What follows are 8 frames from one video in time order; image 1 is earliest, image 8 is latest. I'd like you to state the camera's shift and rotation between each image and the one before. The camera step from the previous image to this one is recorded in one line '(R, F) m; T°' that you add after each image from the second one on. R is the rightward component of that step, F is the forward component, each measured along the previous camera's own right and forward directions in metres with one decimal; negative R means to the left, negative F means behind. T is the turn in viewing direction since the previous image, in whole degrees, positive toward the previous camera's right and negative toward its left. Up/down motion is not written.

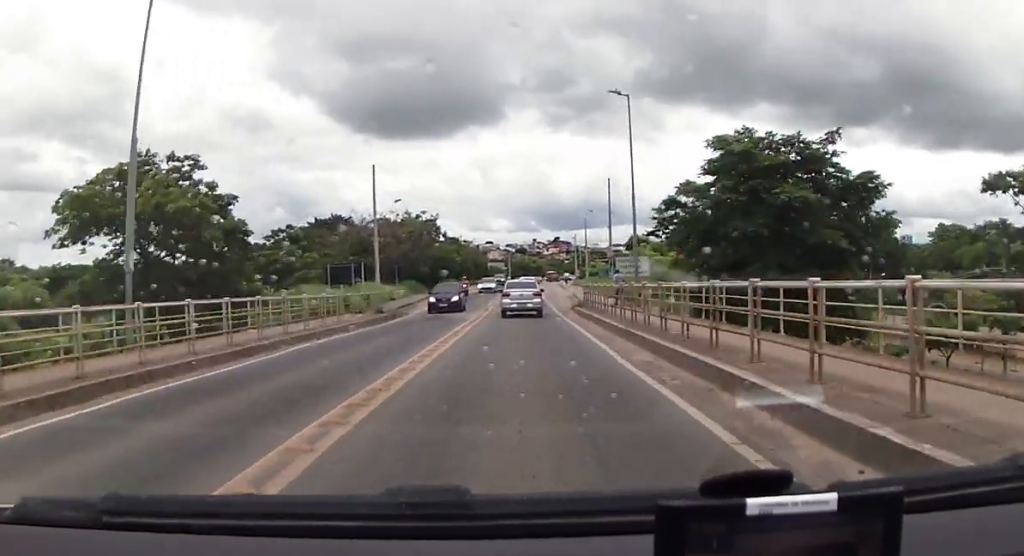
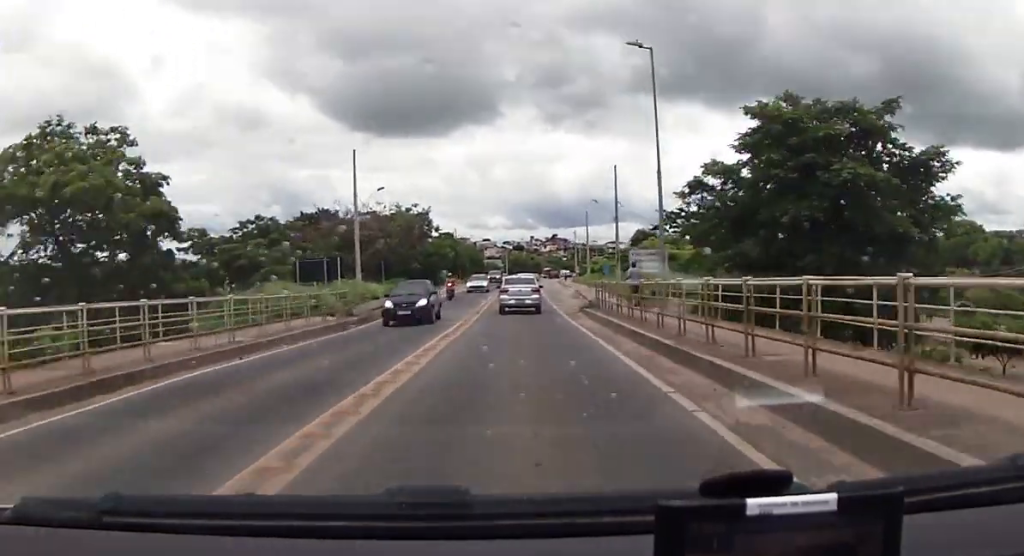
(0.0, +5.8) m; 0°
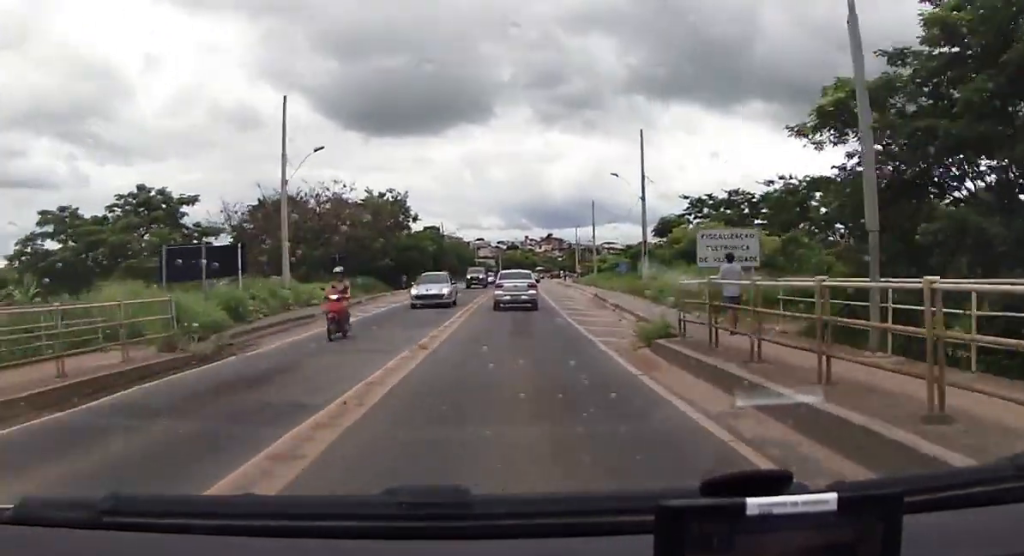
(-0.2, +14.5) m; +1°
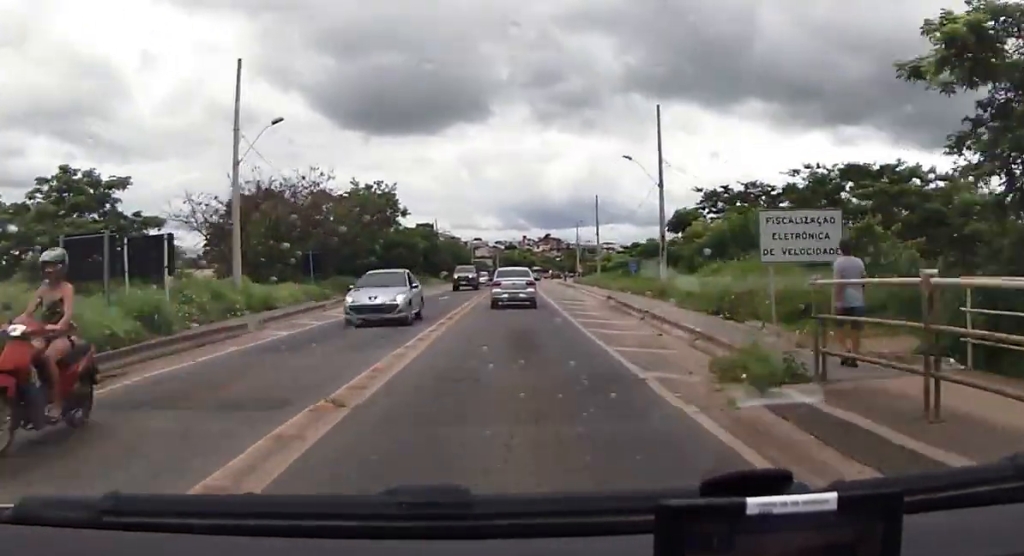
(+0.1, +6.0) m; +1°
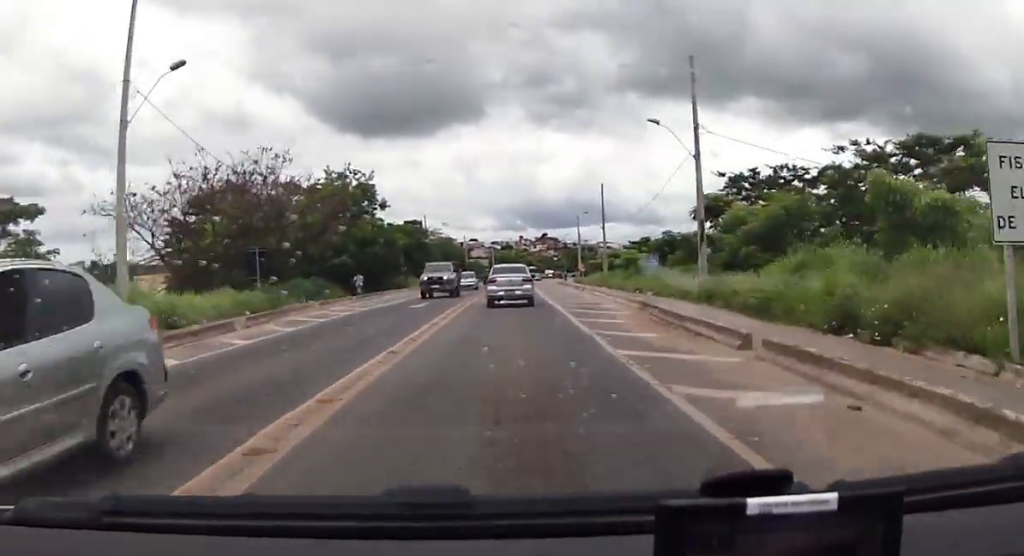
(+0.1, +8.7) m; 0°
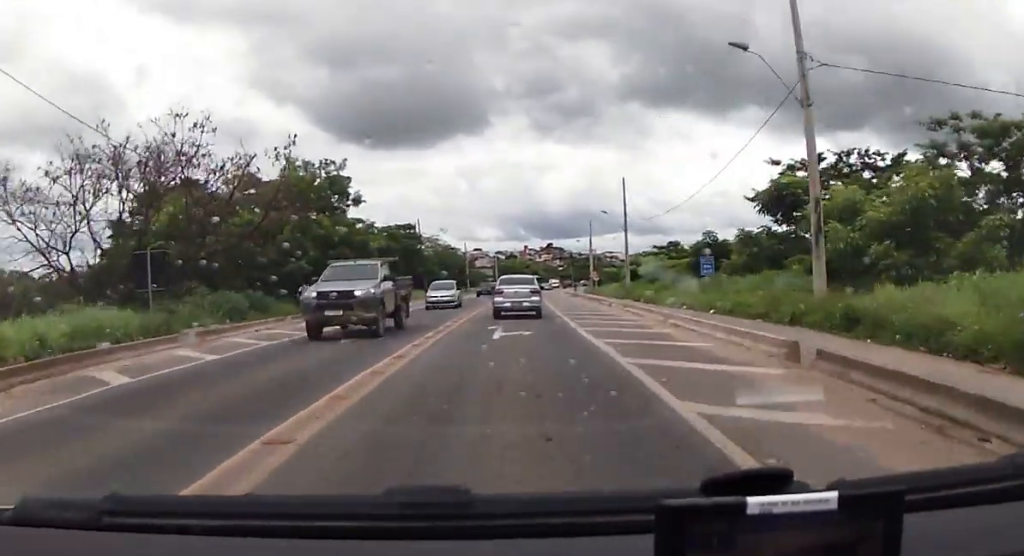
(0.0, +11.5) m; 0°
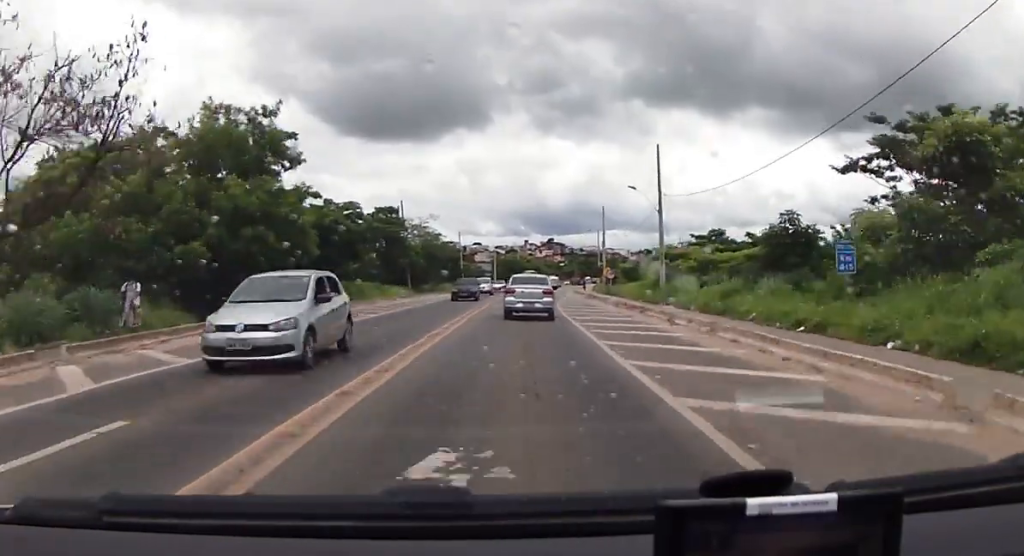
(0.0, +14.1) m; 0°
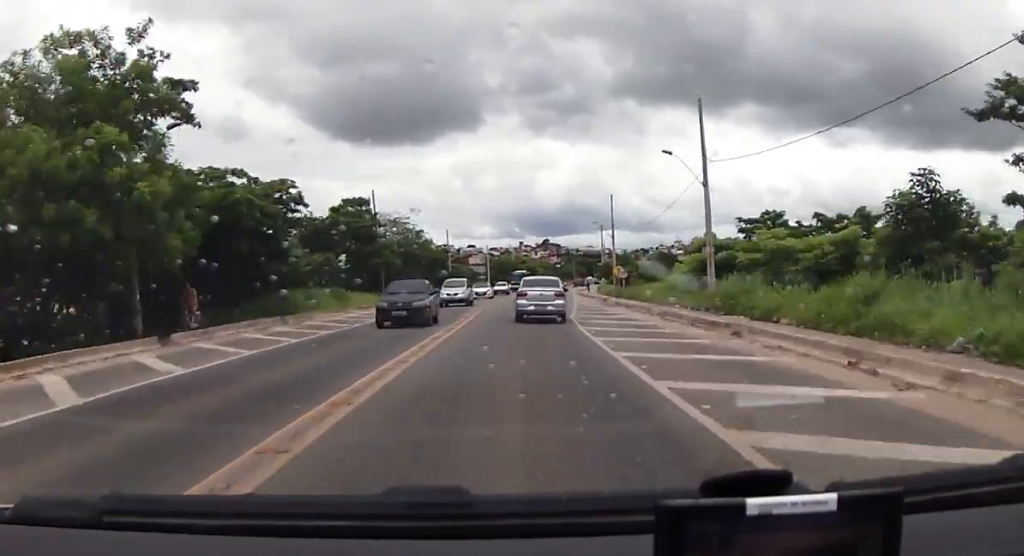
(0.0, +12.6) m; 0°
